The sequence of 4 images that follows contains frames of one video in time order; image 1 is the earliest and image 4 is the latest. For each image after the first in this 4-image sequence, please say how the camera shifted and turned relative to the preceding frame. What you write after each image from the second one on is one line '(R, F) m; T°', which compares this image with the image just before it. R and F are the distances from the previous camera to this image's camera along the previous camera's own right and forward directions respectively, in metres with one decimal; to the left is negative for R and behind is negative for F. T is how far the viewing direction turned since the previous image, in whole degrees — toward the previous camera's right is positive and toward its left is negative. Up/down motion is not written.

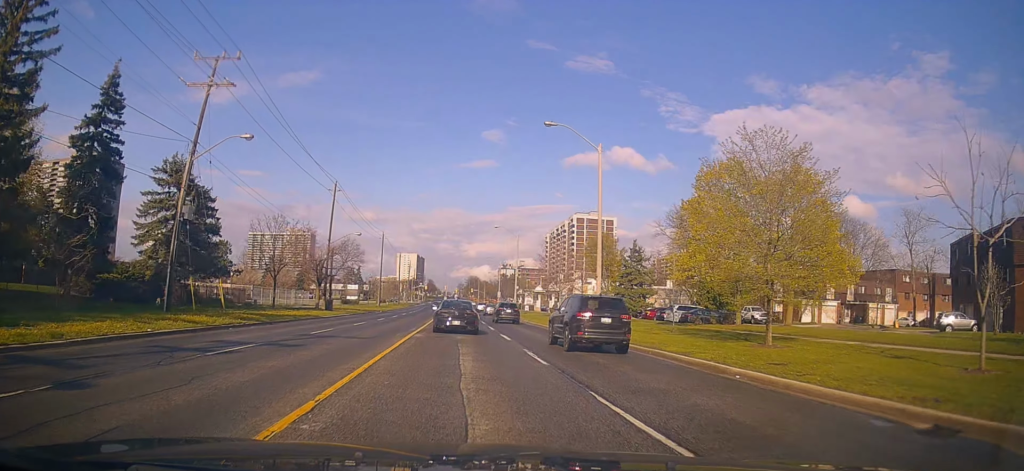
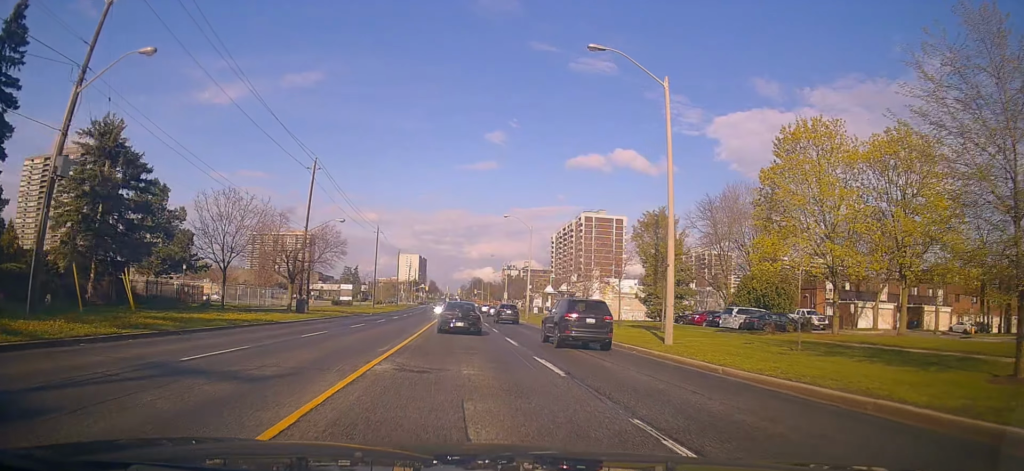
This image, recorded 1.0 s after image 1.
(+0.3, +10.4) m; +4°
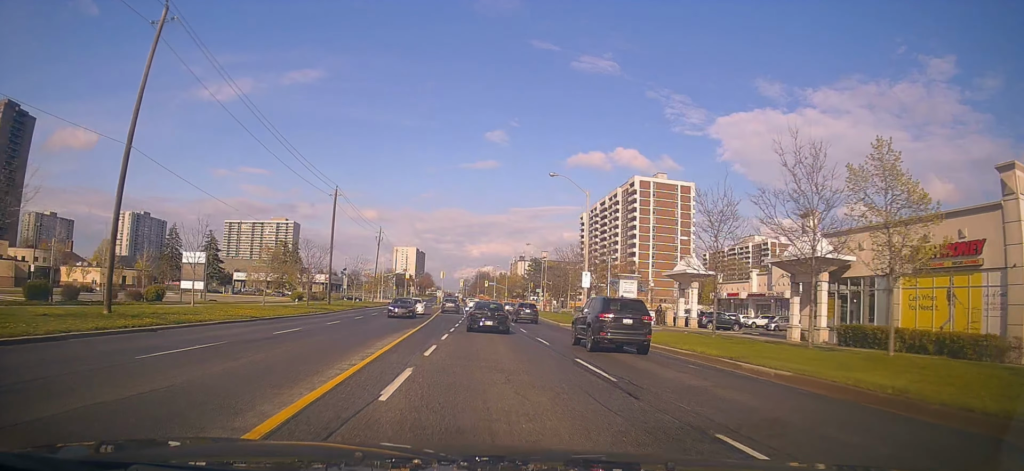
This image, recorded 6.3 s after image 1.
(-2.3, +71.5) m; -2°
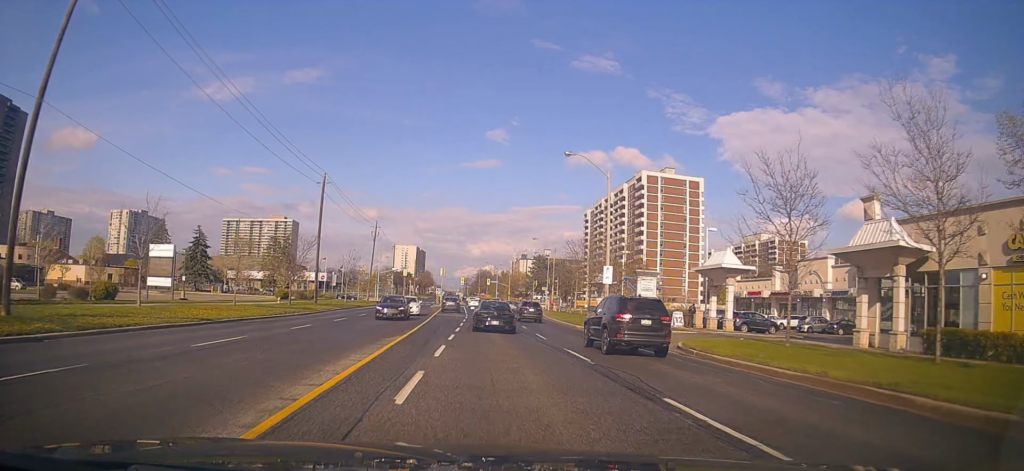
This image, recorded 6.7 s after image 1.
(+0.2, +6.2) m; -1°
